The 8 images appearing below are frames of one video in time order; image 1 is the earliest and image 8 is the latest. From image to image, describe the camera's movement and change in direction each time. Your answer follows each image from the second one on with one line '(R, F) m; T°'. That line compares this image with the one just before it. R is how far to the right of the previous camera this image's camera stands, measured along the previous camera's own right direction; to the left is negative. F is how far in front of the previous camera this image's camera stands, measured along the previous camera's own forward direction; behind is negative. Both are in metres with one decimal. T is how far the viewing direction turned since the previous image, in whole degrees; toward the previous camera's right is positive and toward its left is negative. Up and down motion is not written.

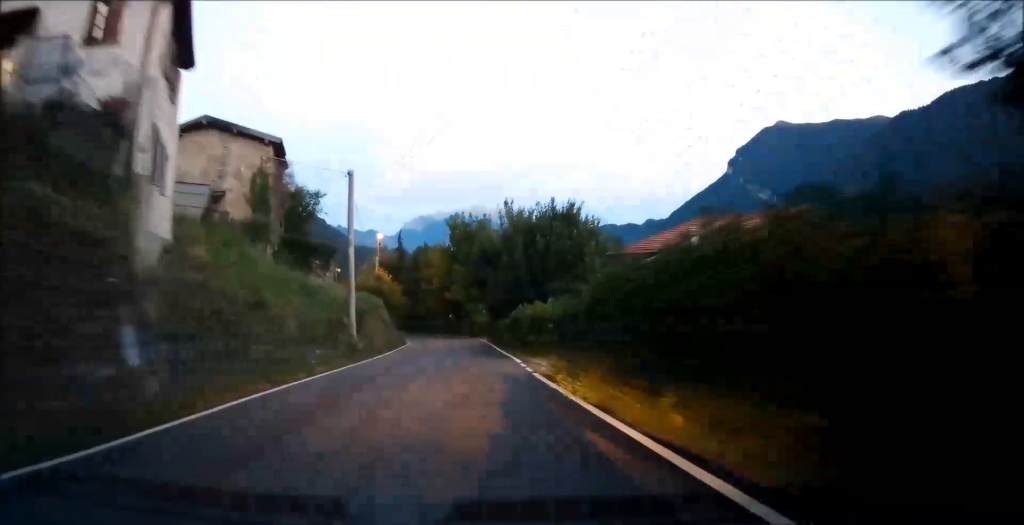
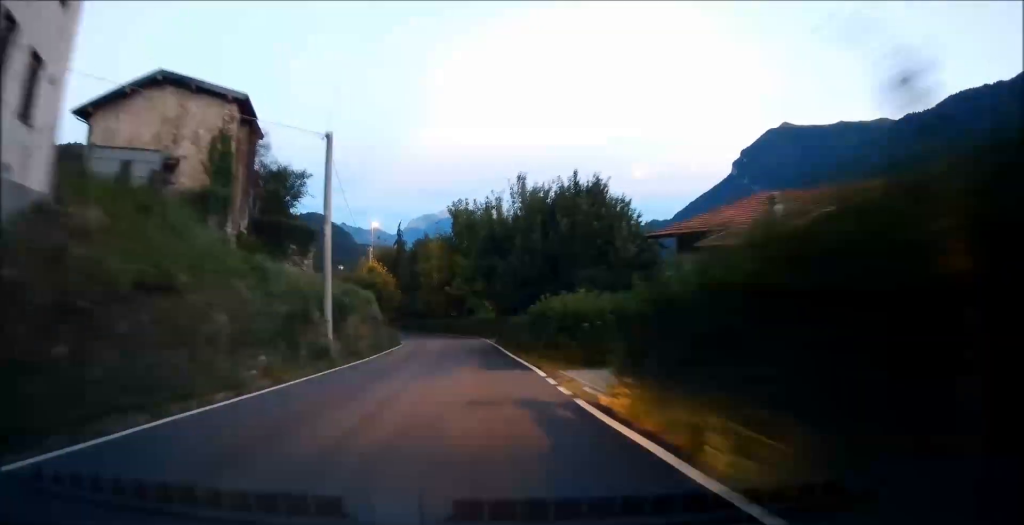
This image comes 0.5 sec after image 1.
(+0.1, +6.1) m; 0°
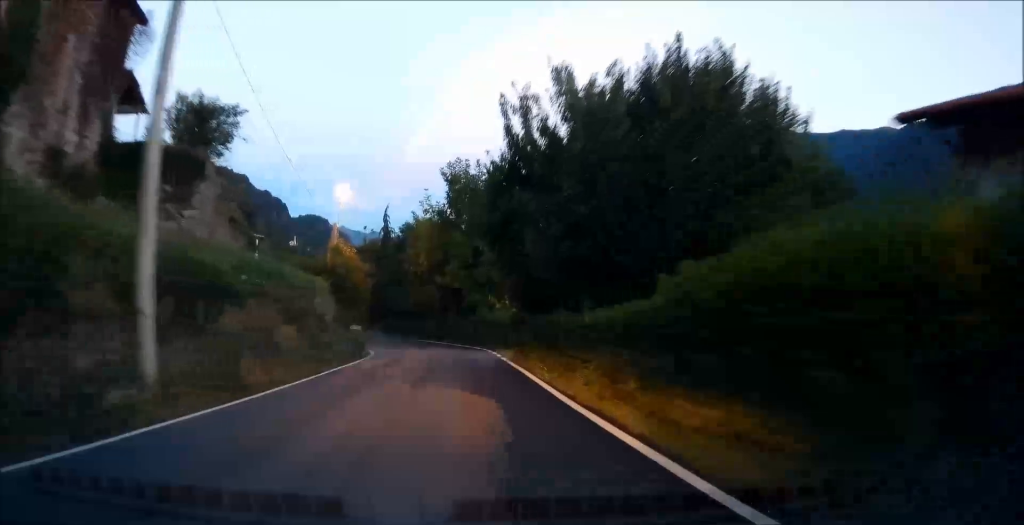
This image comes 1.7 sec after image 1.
(-0.3, +14.9) m; 0°
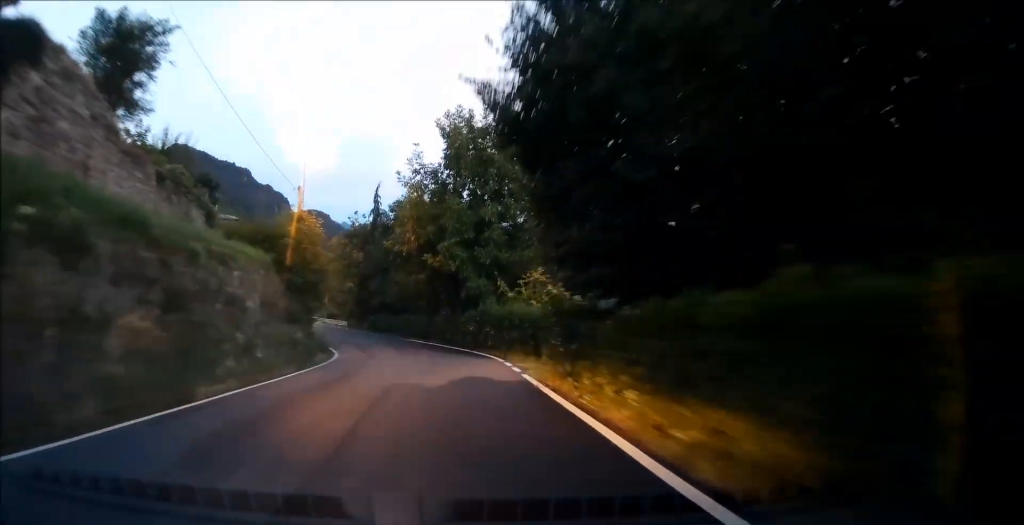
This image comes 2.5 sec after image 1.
(+0.3, +9.5) m; -1°
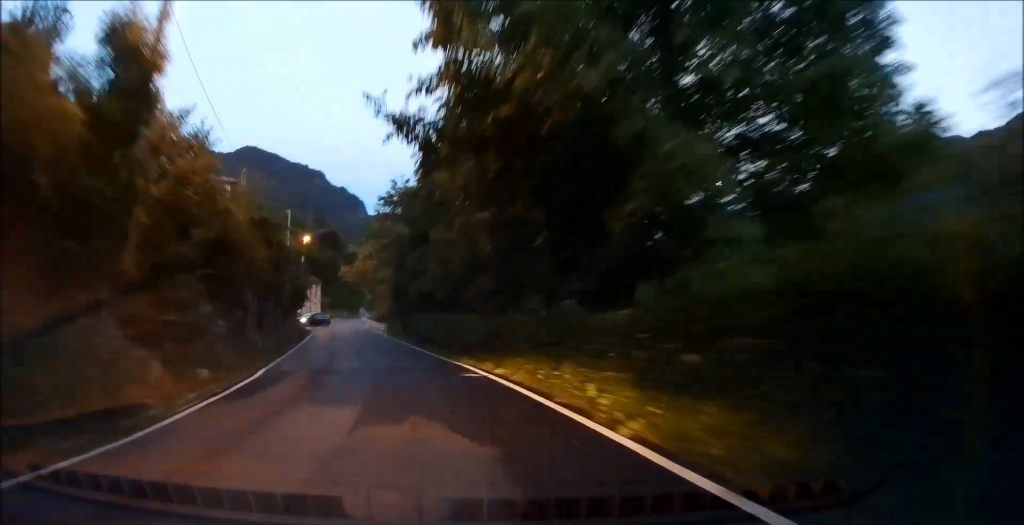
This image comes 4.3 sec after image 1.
(-0.6, +21.8) m; -3°
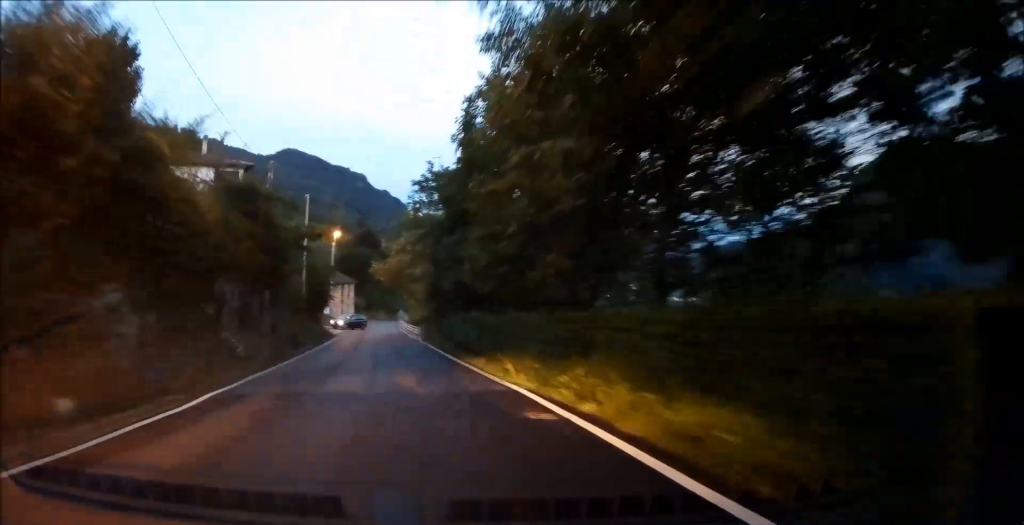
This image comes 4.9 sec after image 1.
(-0.4, +6.8) m; -2°
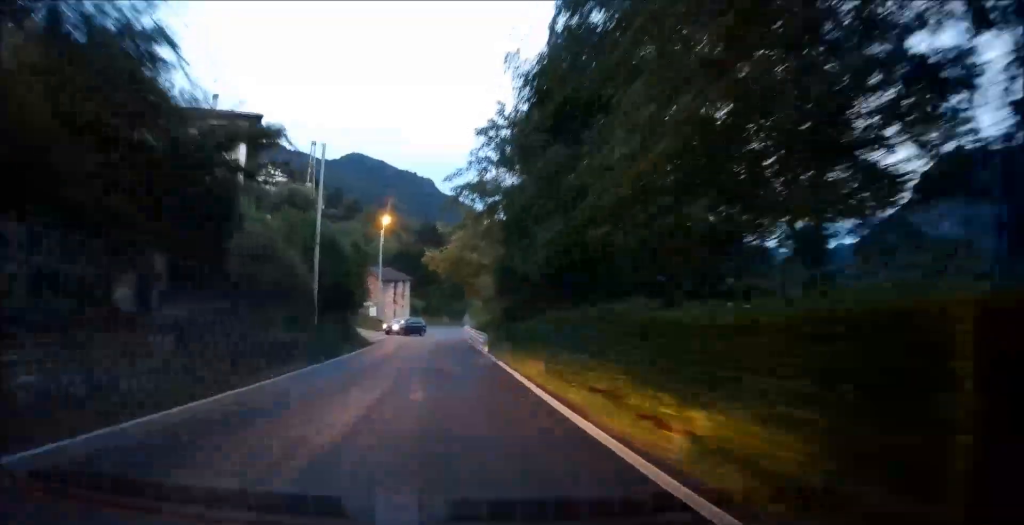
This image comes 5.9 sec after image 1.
(-0.3, +13.5) m; -4°
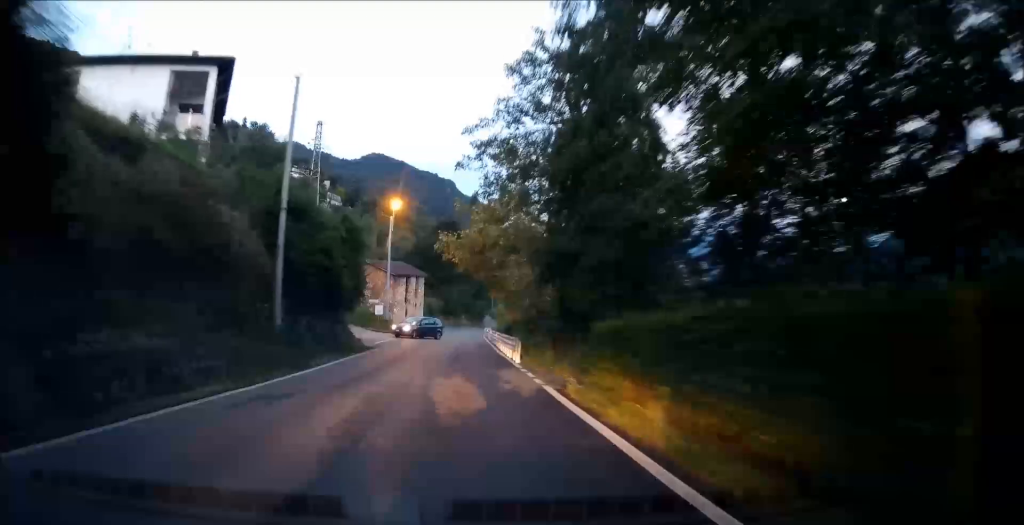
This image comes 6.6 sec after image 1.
(-0.2, +8.7) m; -4°
